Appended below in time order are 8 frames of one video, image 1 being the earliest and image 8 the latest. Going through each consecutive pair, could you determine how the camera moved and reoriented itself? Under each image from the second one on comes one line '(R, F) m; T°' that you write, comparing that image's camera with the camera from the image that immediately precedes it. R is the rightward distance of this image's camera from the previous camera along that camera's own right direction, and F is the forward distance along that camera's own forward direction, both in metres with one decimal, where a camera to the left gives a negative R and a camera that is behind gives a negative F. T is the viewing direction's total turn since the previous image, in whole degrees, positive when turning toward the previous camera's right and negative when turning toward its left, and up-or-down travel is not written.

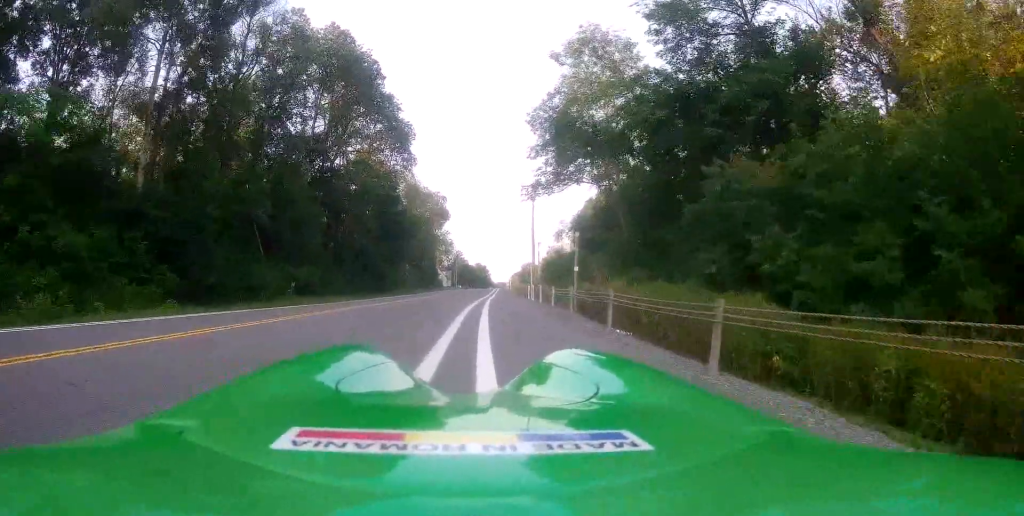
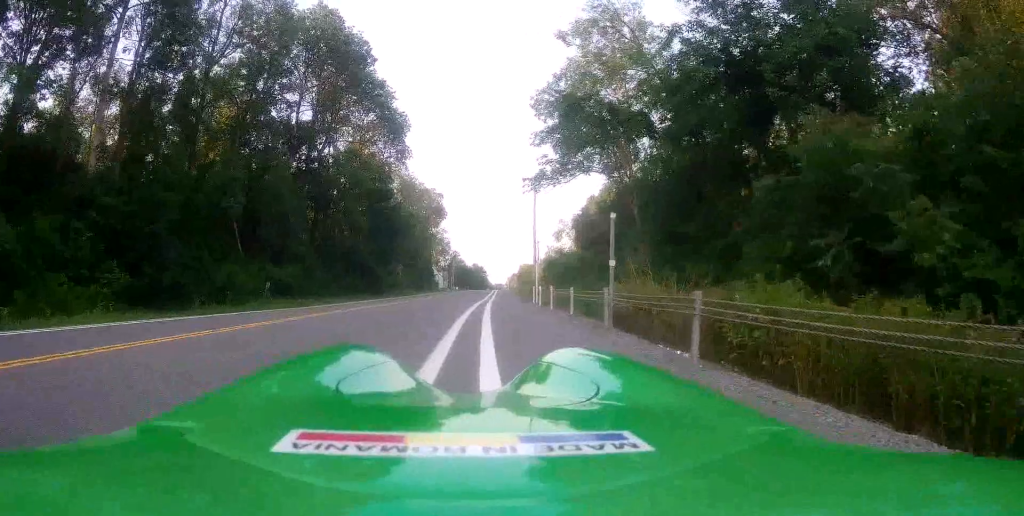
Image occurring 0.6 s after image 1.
(0.0, +4.2) m; +2°
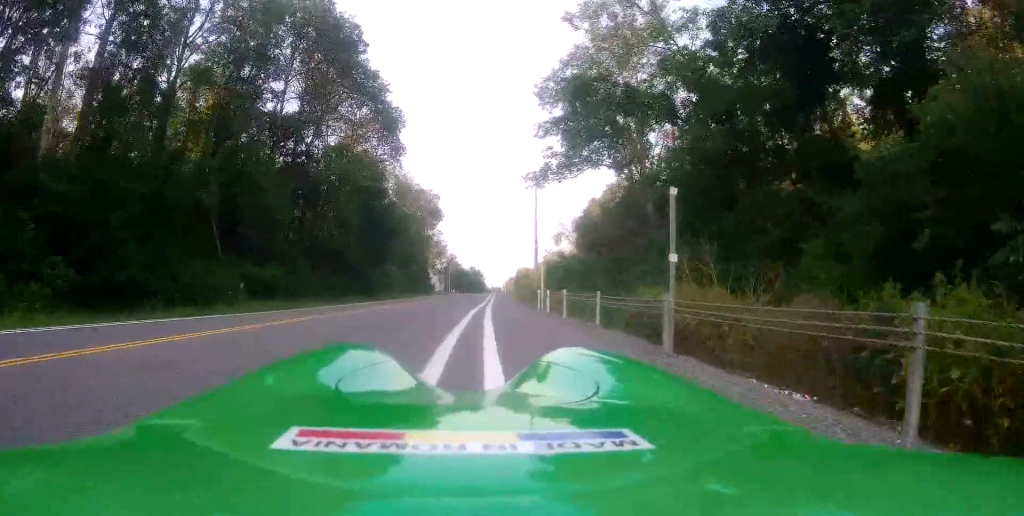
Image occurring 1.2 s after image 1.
(+0.1, +3.5) m; +1°
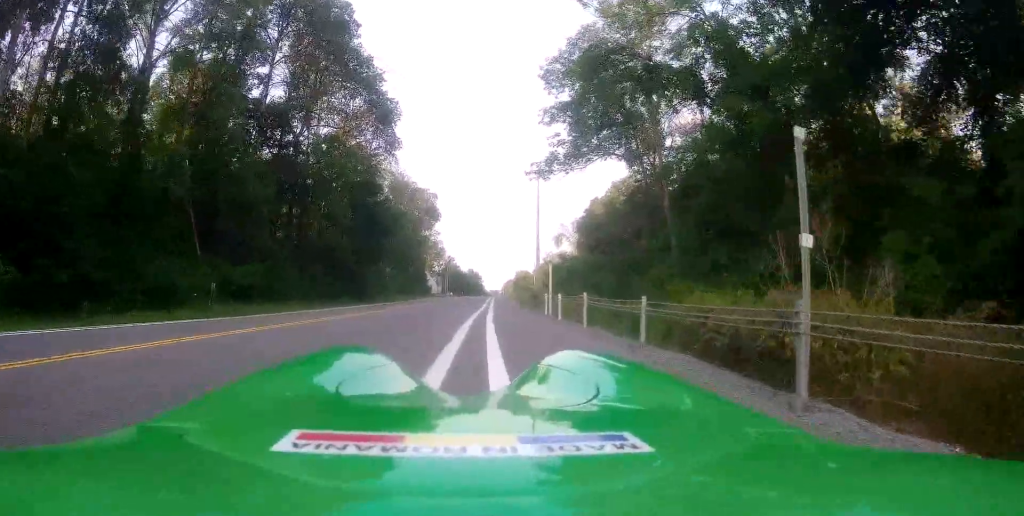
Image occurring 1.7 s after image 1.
(0.0, +3.2) m; +1°
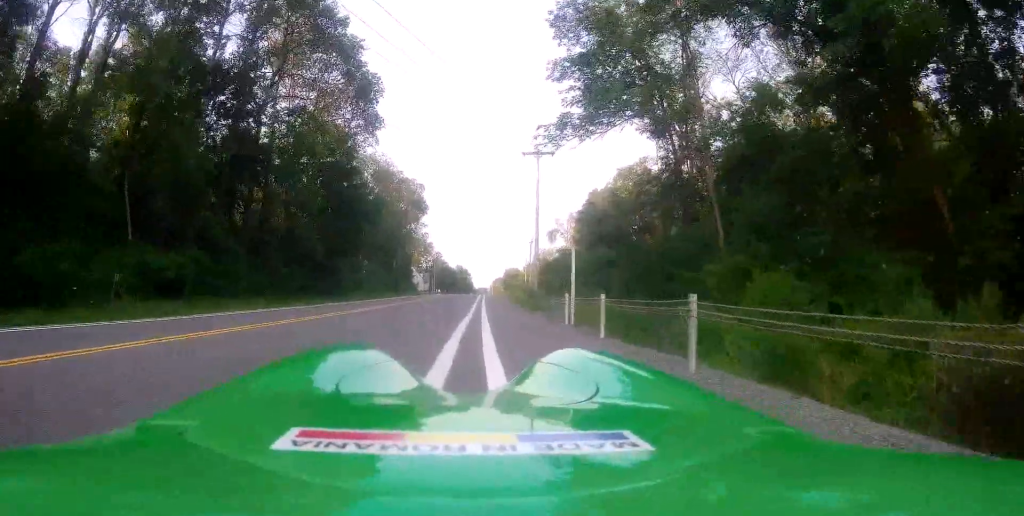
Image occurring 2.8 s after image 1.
(+0.2, +7.0) m; +4°
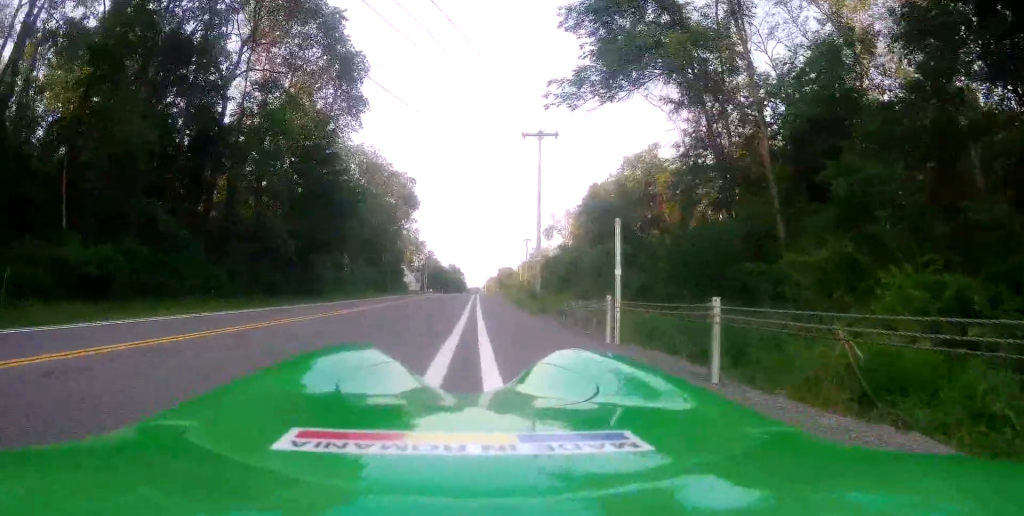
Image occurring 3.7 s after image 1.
(+0.2, +5.3) m; +2°
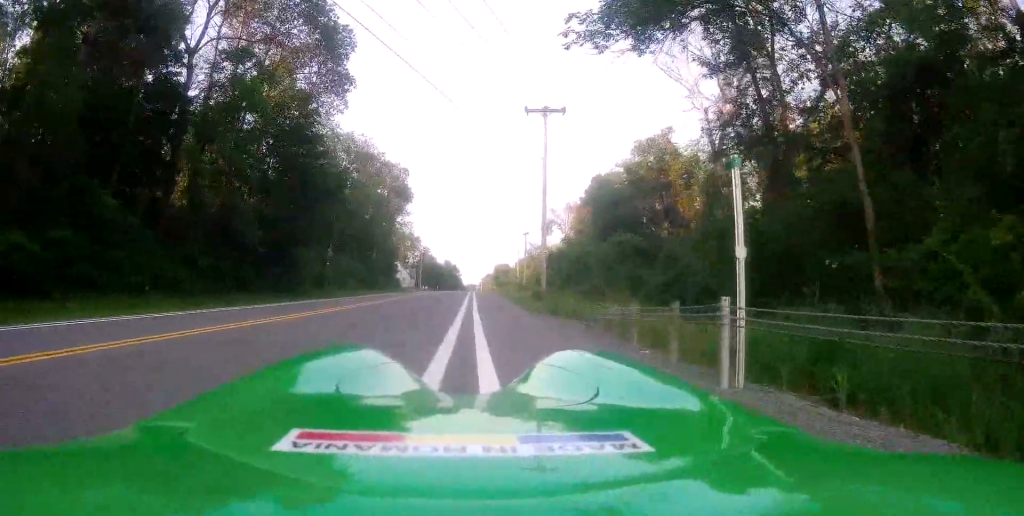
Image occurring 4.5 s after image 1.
(+0.1, +4.7) m; -2°
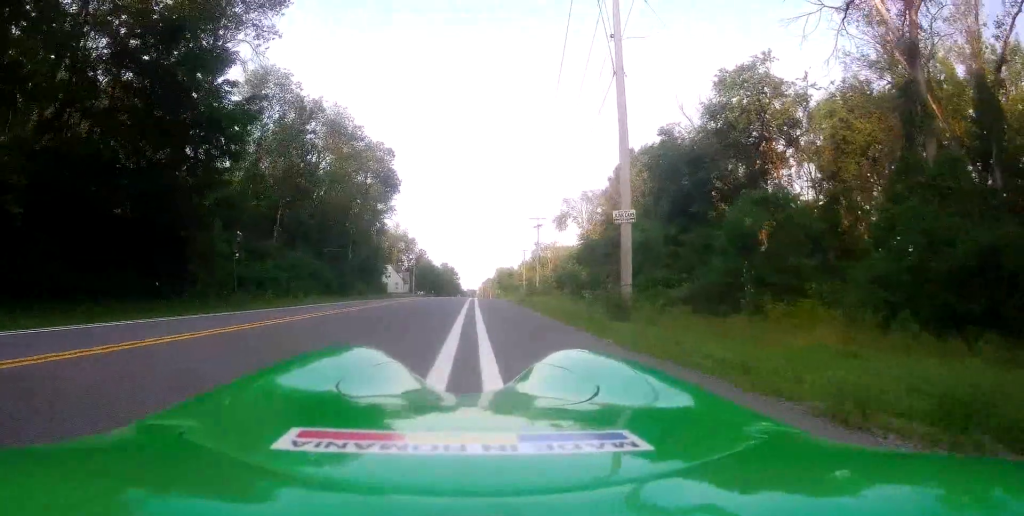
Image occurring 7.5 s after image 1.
(-0.3, +17.4) m; 0°
